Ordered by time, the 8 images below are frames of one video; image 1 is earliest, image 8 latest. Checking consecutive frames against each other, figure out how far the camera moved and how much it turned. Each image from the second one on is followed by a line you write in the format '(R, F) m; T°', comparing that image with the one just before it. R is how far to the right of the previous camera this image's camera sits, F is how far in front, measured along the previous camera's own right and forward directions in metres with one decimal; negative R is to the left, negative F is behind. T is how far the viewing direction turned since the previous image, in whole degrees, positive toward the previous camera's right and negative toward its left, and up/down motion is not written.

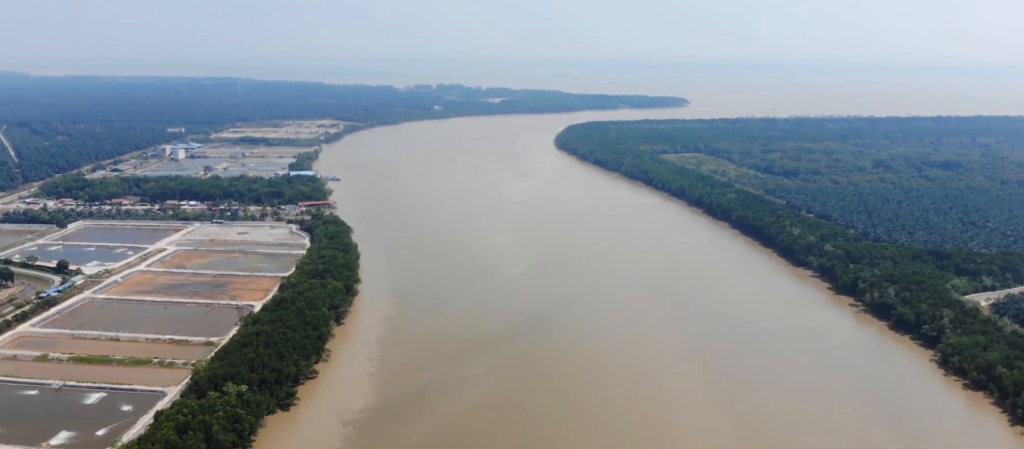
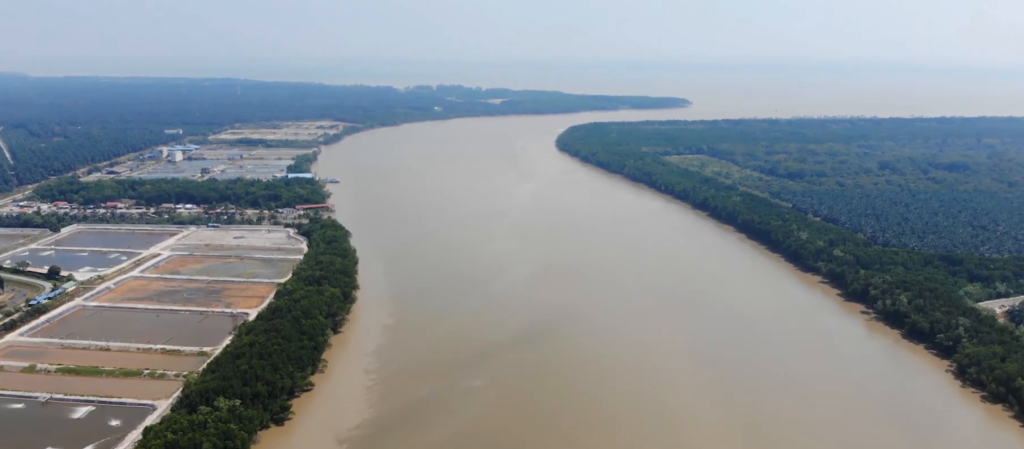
(+0.1, +15.3) m; +1°
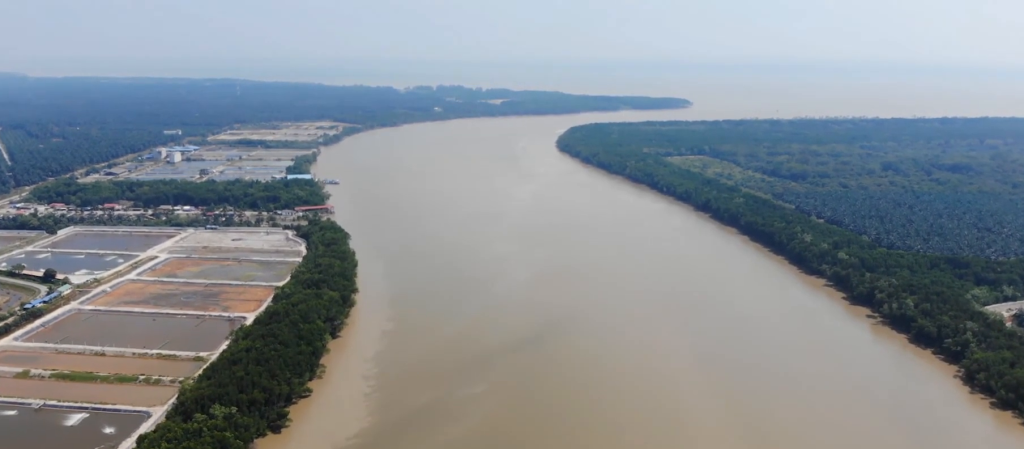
(0.0, +7.4) m; 0°
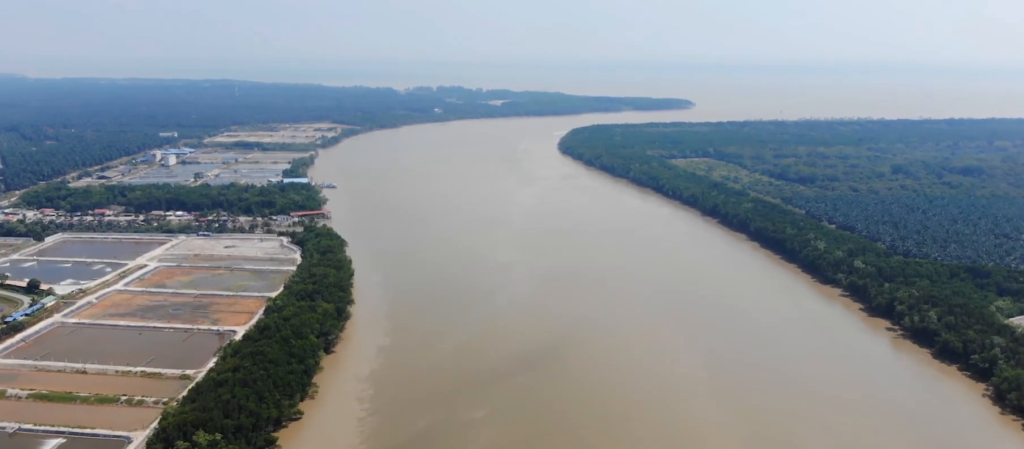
(+0.2, +24.9) m; +1°
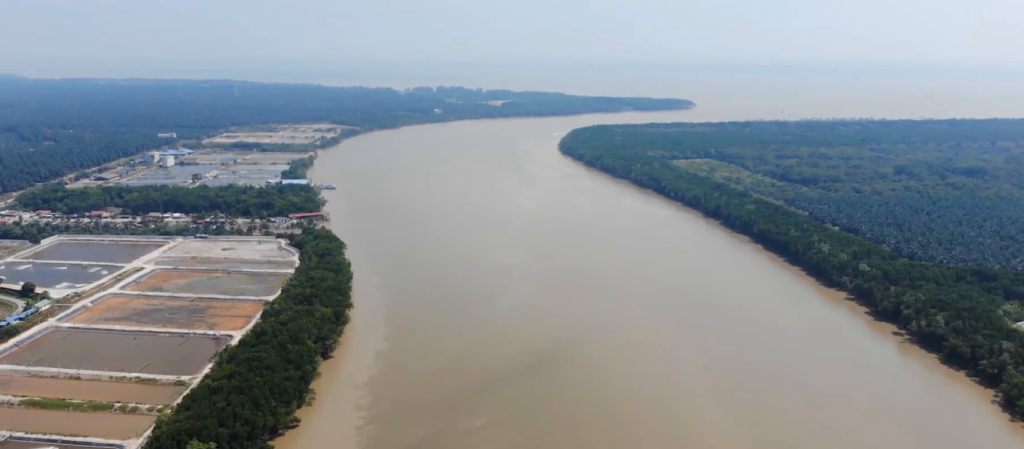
(0.0, +7.7) m; 0°
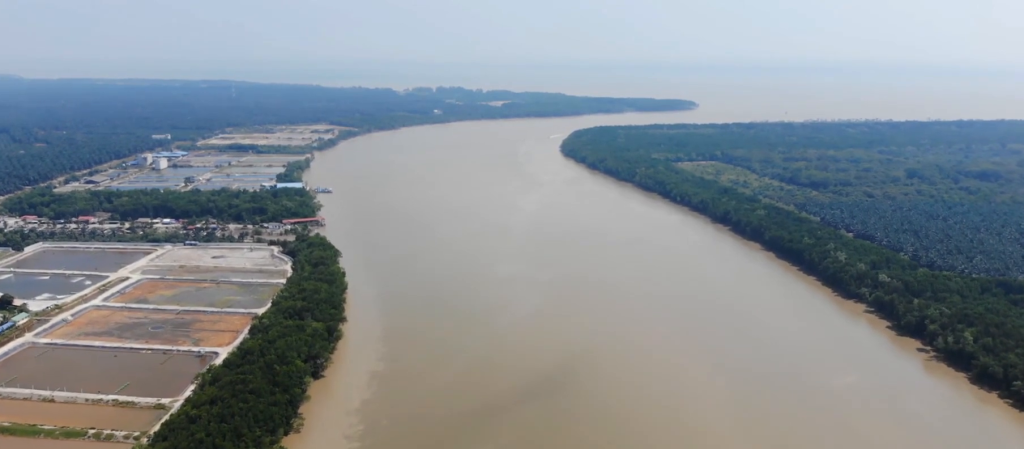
(0.0, +28.1) m; 0°
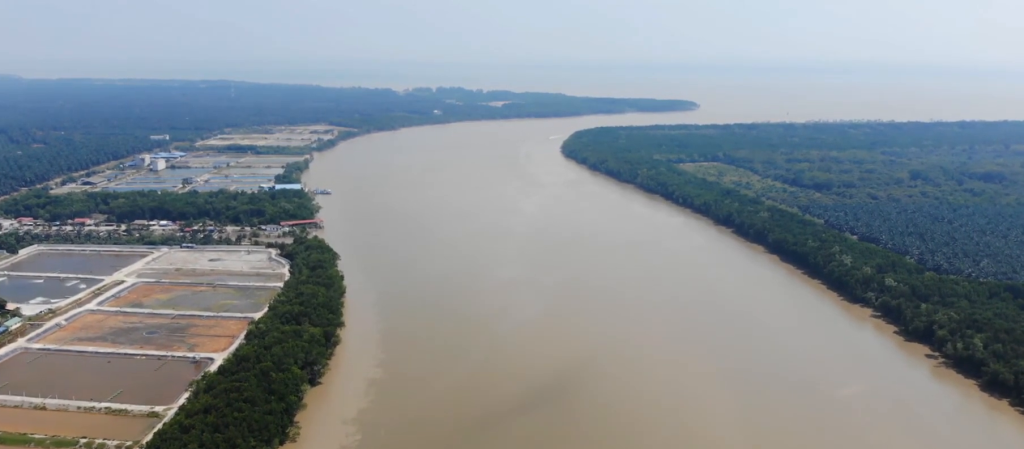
(0.0, +8.9) m; 0°
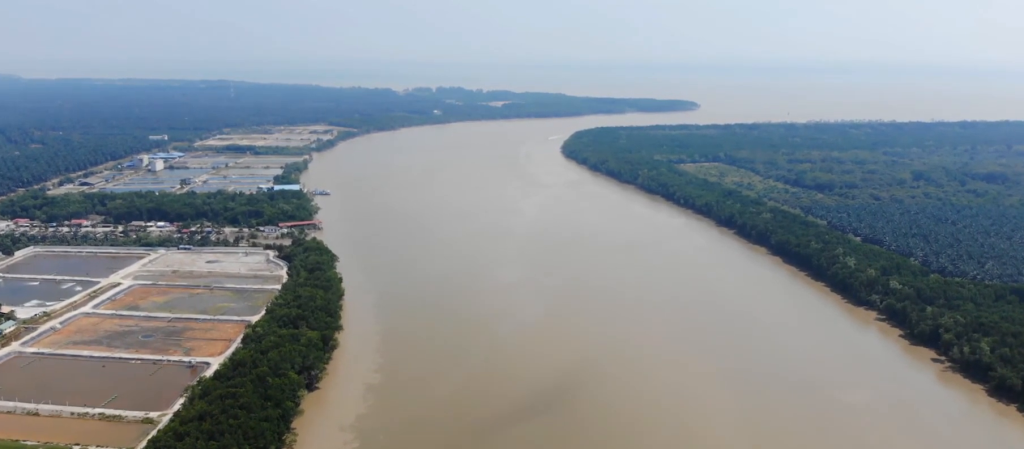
(0.0, +6.6) m; 0°
